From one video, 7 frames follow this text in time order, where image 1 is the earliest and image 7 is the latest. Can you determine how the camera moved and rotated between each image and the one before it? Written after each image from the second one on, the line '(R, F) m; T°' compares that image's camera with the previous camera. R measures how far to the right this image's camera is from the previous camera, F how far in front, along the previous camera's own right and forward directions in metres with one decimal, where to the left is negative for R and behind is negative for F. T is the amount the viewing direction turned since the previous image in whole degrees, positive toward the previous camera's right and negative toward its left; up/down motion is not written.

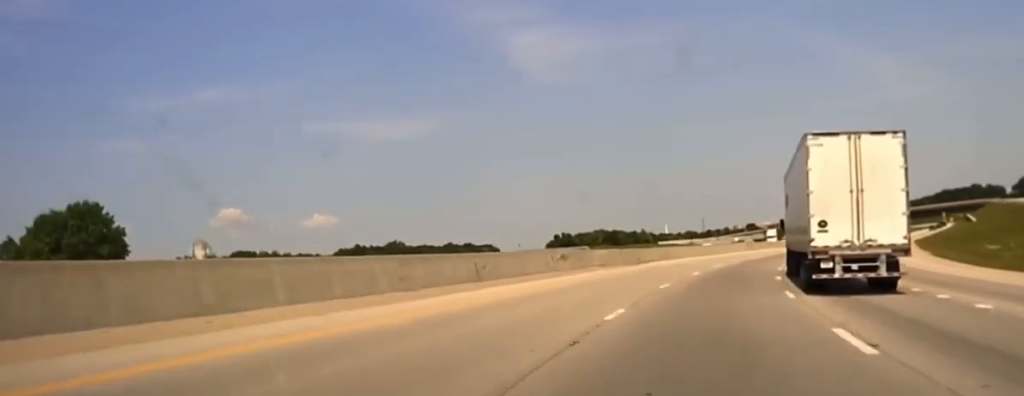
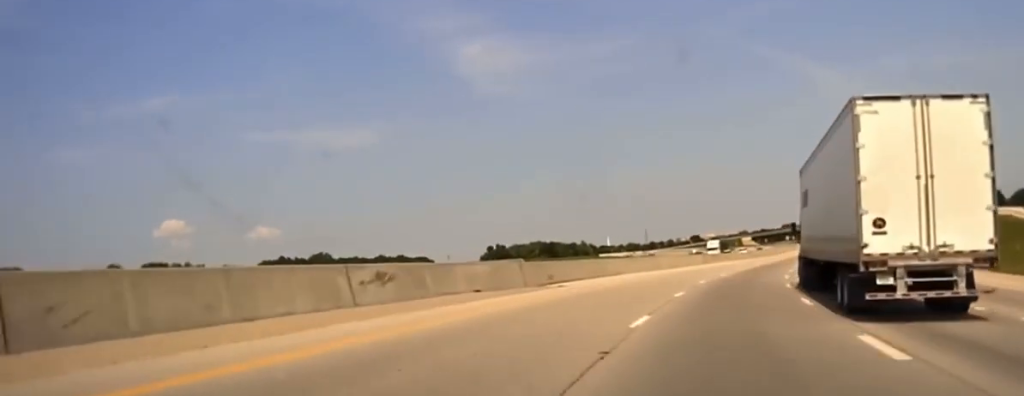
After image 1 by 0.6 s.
(+0.6, +27.2) m; +3°
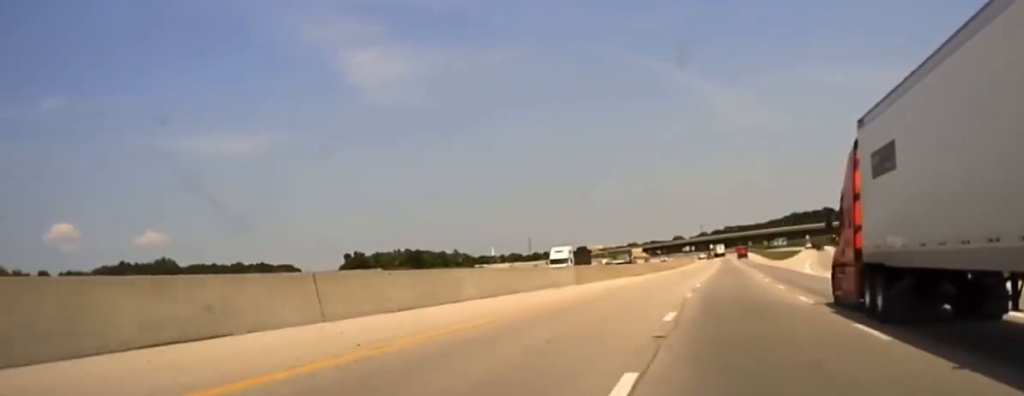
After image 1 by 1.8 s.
(+2.7, +44.1) m; +6°
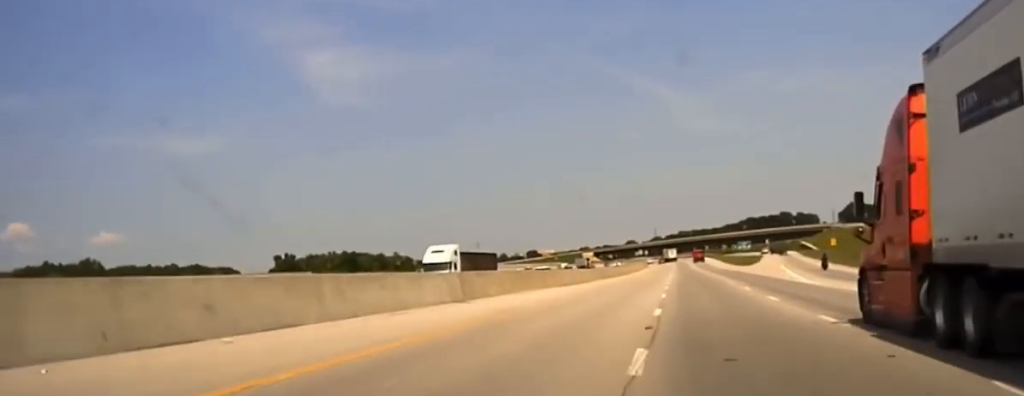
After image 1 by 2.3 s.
(+0.5, +20.3) m; +3°
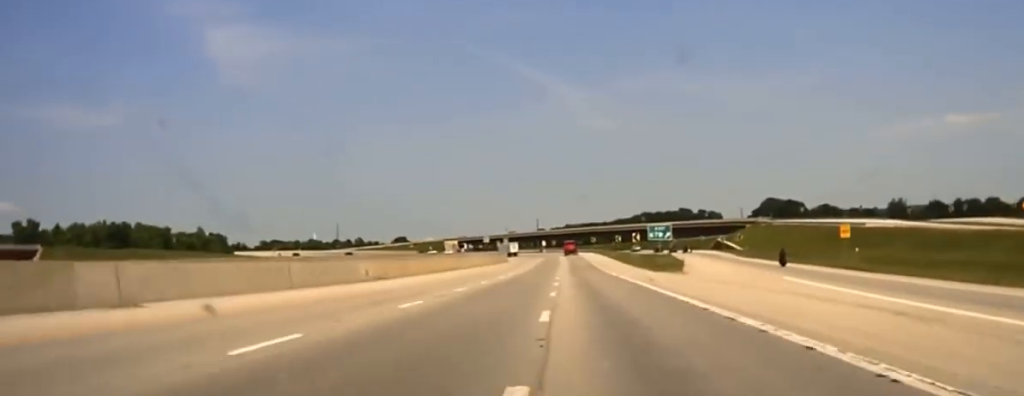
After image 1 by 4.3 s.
(+4.1, +72.6) m; +6°
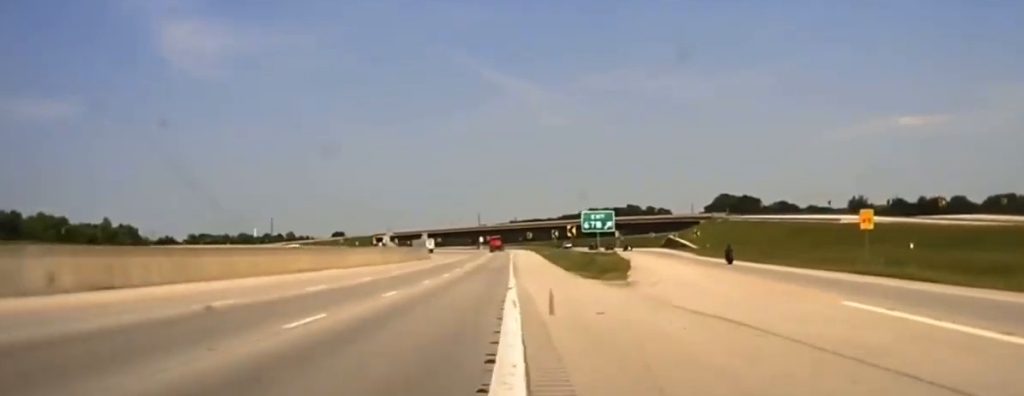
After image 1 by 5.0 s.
(+0.5, +25.5) m; +1°
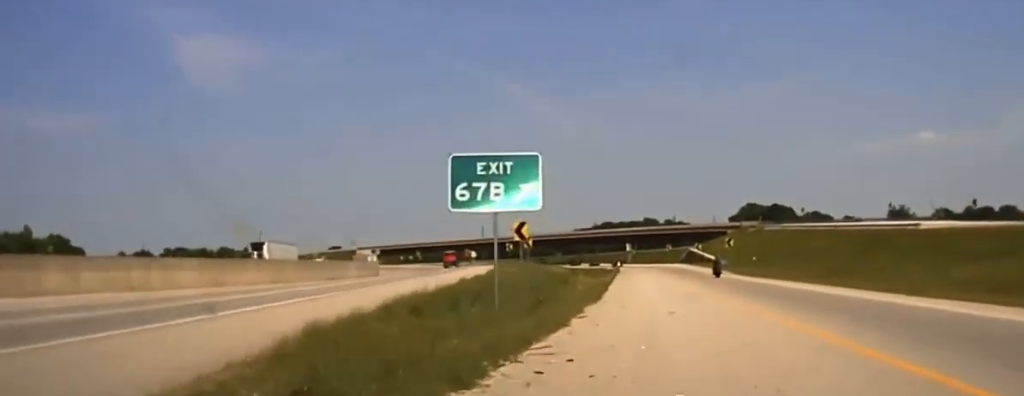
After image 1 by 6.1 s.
(+0.6, +49.2) m; +1°
